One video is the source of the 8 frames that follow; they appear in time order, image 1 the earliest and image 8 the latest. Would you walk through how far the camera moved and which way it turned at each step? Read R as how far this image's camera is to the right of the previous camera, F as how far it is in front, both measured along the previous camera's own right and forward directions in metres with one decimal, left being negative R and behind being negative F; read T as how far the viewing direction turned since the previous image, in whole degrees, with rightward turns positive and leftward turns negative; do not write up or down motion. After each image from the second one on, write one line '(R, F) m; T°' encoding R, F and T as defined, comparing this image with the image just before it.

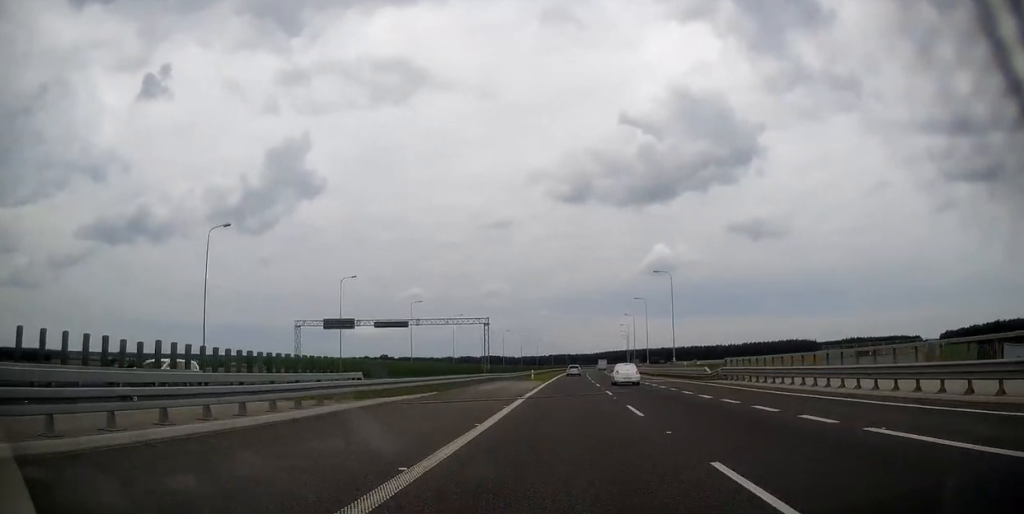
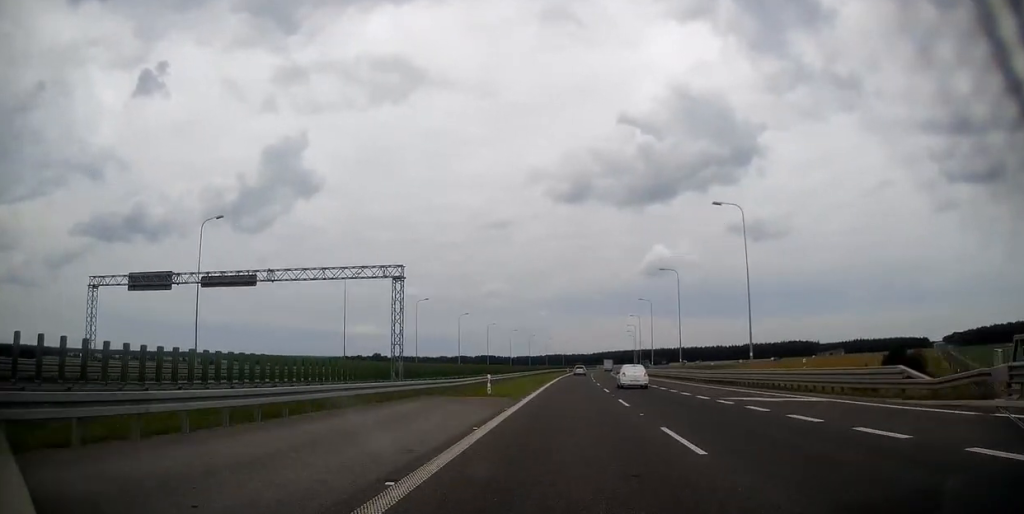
(-0.2, +31.1) m; 0°
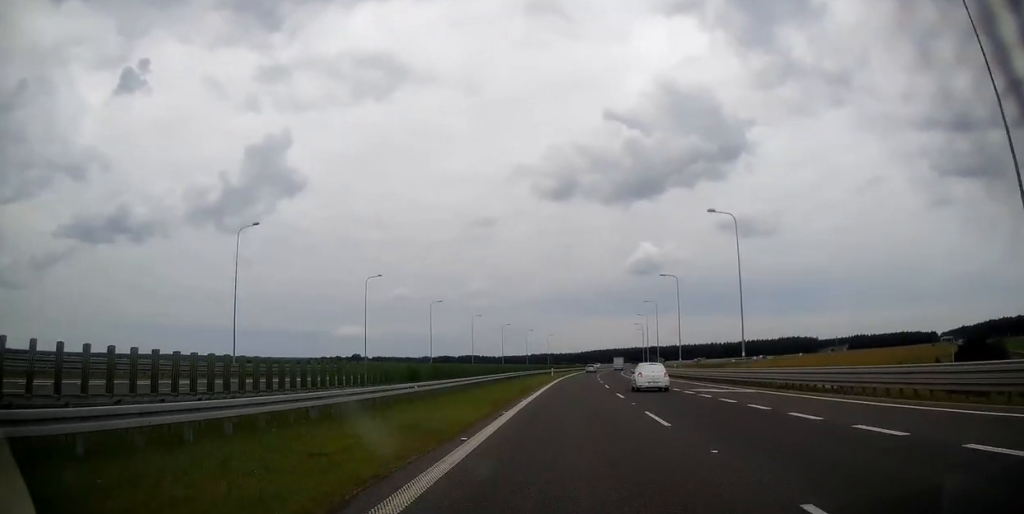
(+0.7, +56.0) m; +1°
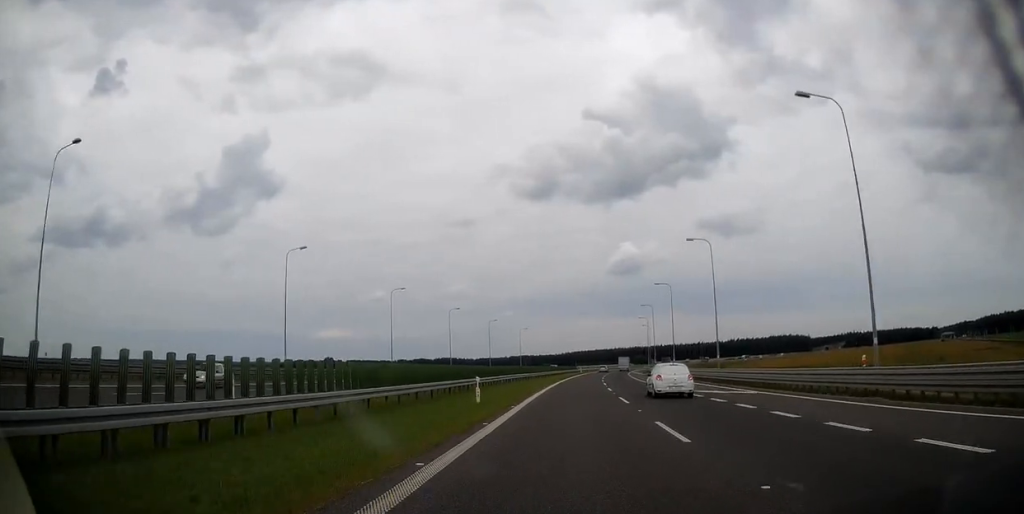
(-0.3, +50.7) m; +1°
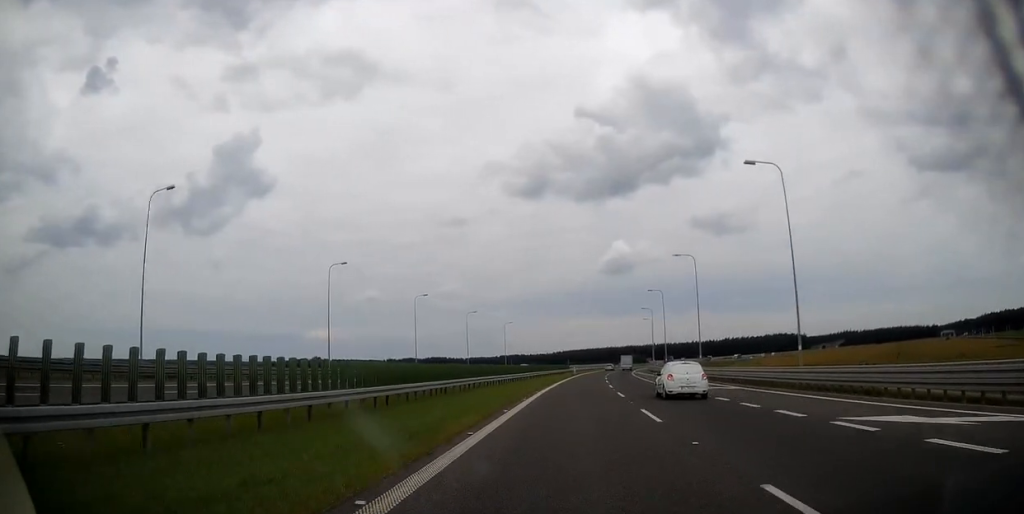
(+0.4, +20.4) m; +1°
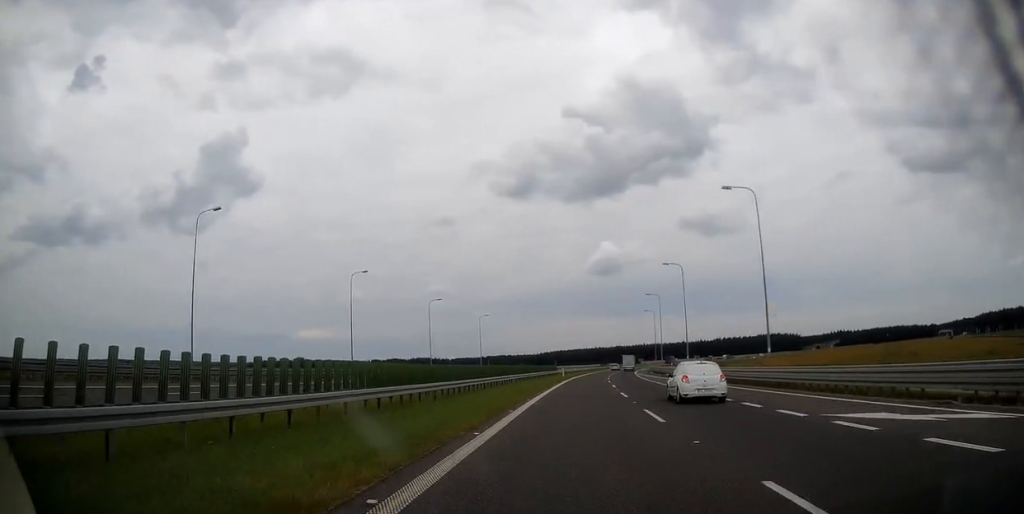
(+0.3, +23.9) m; +1°
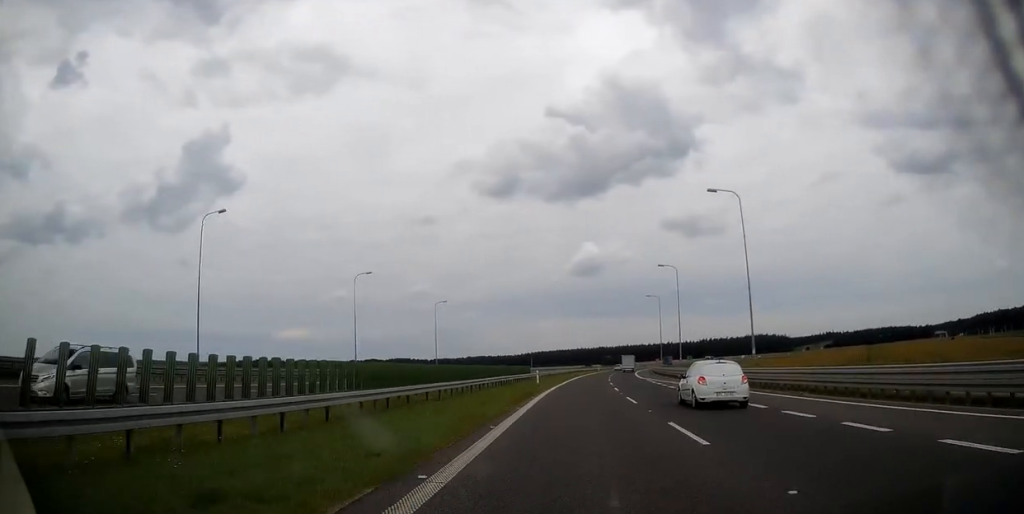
(0.0, +28.5) m; +1°
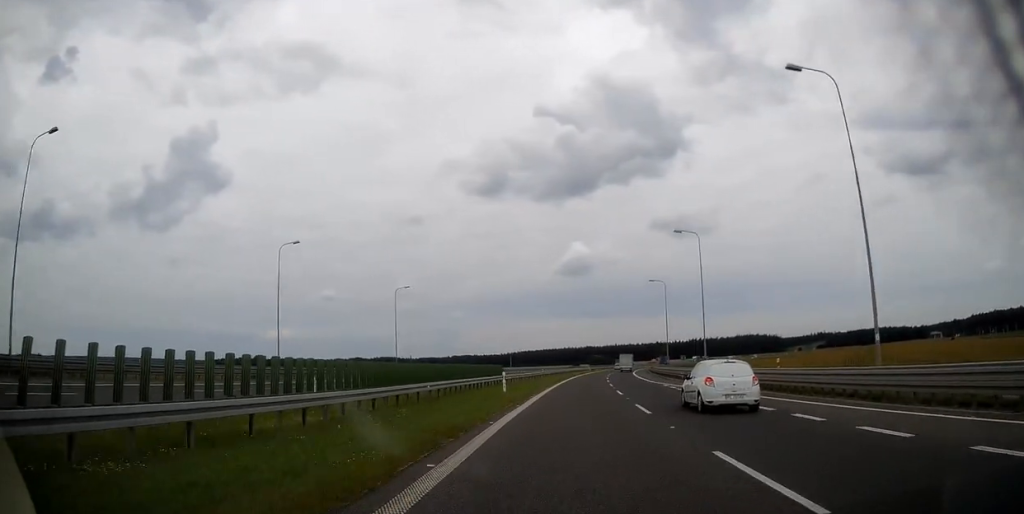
(+0.3, +17.1) m; +1°
